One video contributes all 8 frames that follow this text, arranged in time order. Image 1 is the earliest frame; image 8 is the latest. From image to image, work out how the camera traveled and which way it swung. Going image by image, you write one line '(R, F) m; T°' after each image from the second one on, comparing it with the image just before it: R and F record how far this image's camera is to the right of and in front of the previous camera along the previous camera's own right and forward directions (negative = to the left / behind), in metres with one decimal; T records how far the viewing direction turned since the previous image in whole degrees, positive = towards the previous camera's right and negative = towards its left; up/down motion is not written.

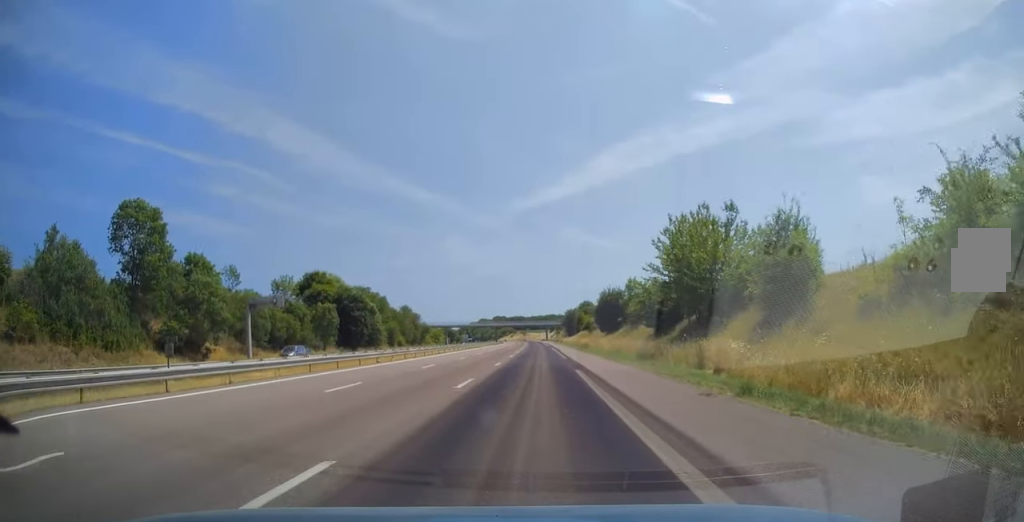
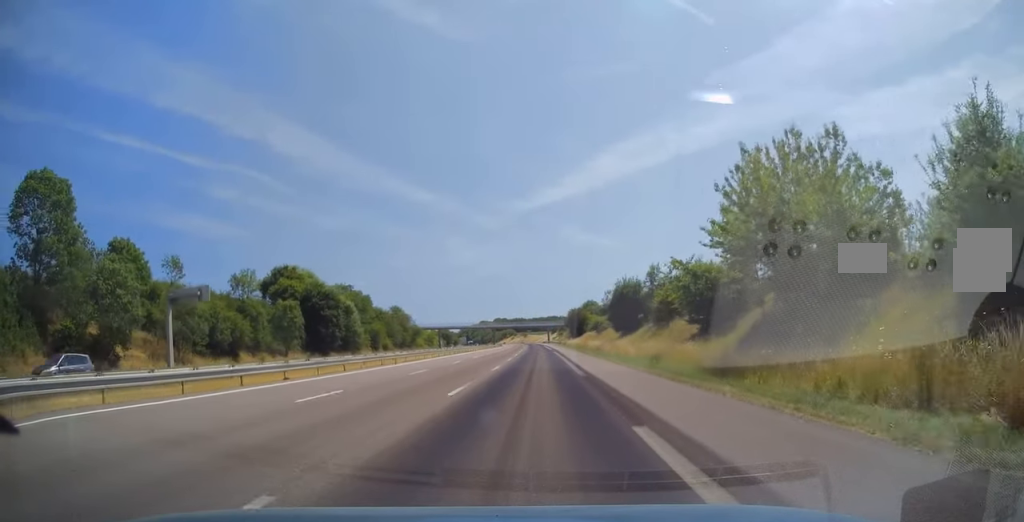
(0.0, +15.1) m; 0°
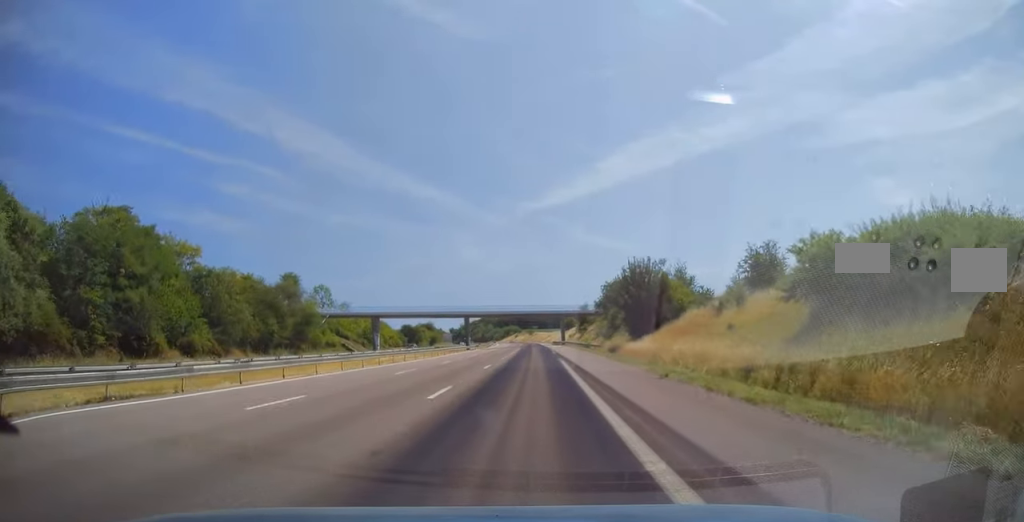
(-0.1, +81.1) m; -1°
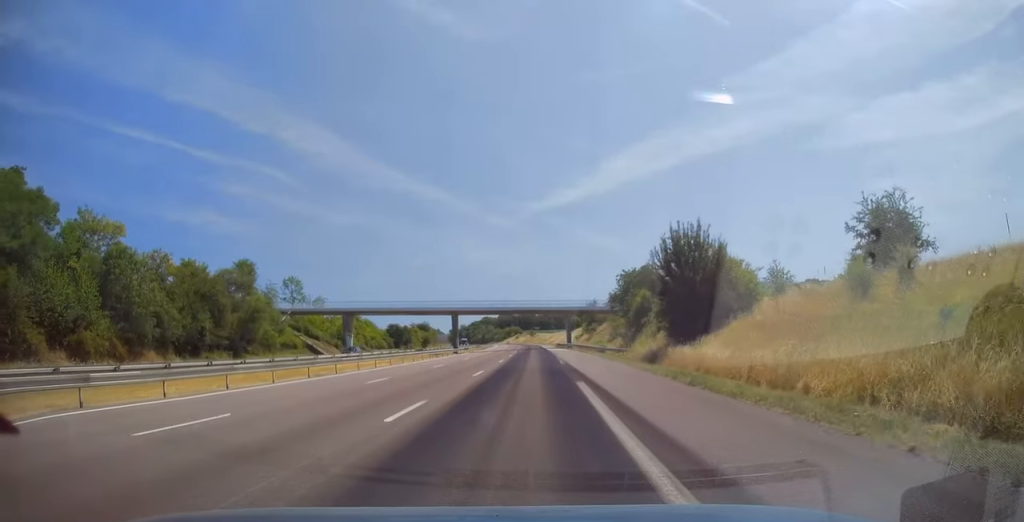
(-0.2, +17.1) m; -1°
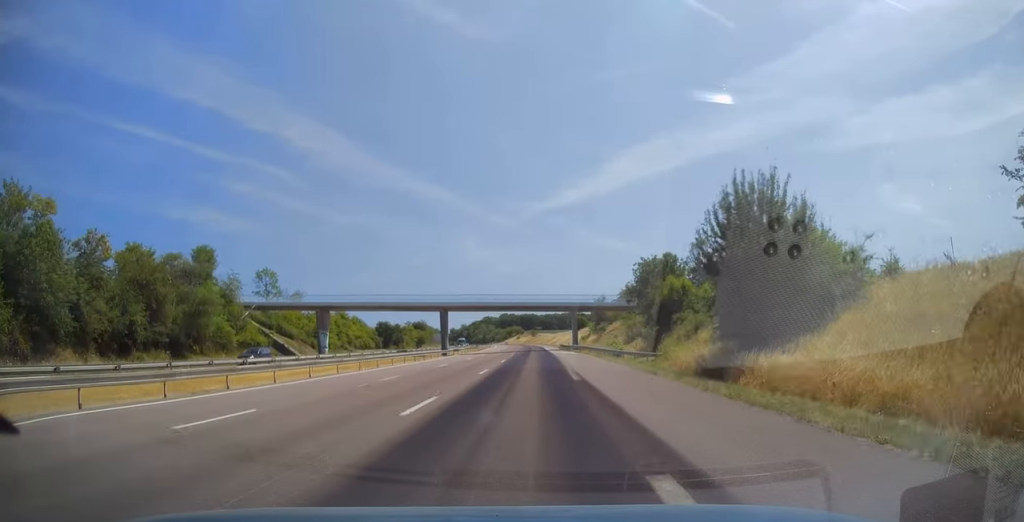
(-0.1, +12.1) m; 0°
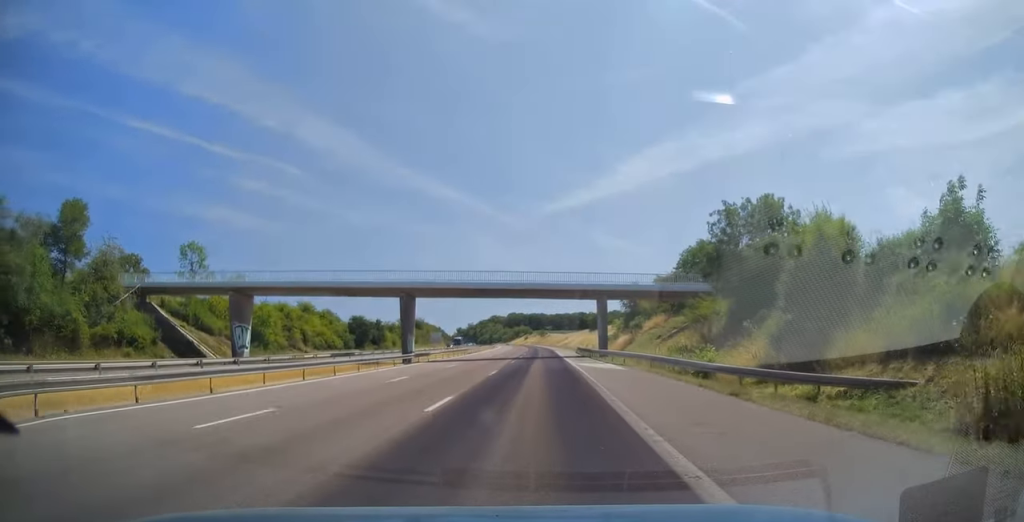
(0.0, +26.1) m; 0°
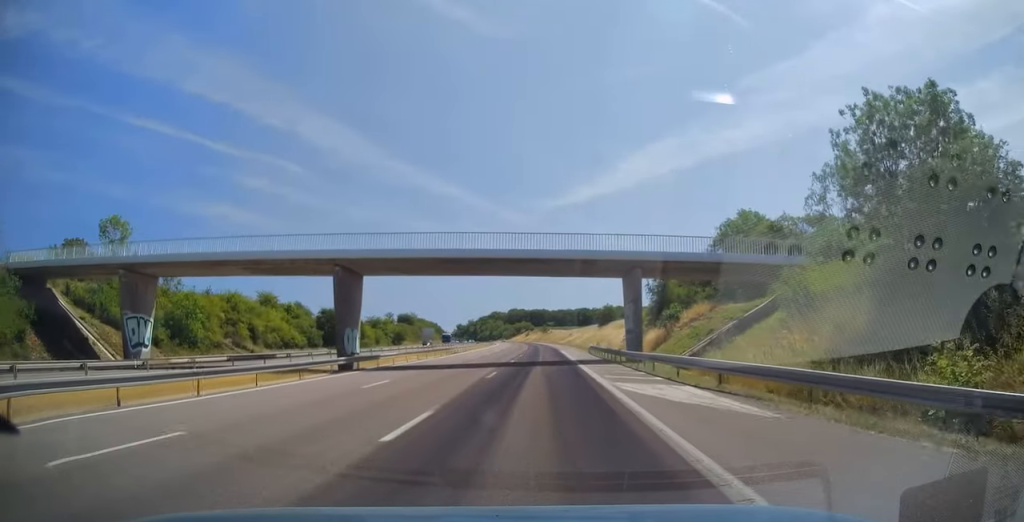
(0.0, +17.1) m; 0°
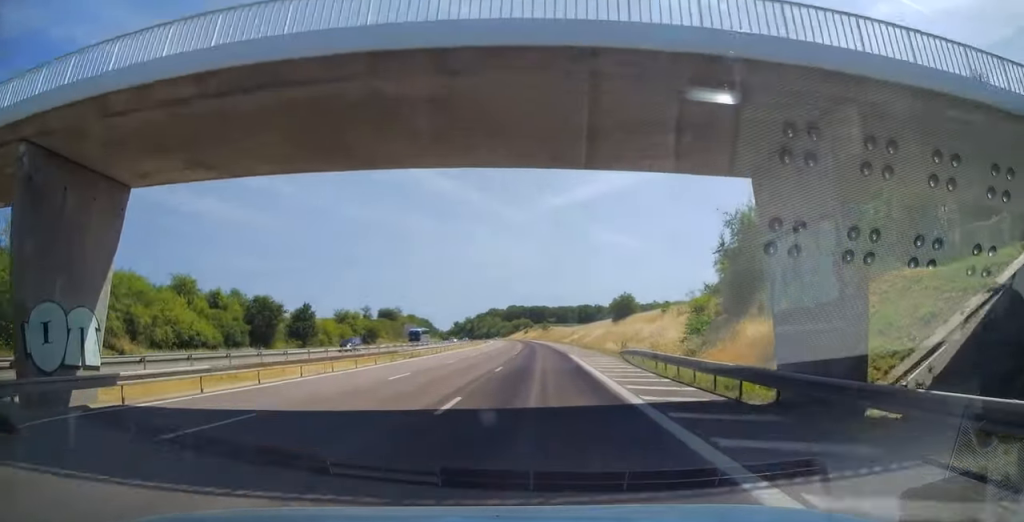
(0.0, +24.2) m; 0°
